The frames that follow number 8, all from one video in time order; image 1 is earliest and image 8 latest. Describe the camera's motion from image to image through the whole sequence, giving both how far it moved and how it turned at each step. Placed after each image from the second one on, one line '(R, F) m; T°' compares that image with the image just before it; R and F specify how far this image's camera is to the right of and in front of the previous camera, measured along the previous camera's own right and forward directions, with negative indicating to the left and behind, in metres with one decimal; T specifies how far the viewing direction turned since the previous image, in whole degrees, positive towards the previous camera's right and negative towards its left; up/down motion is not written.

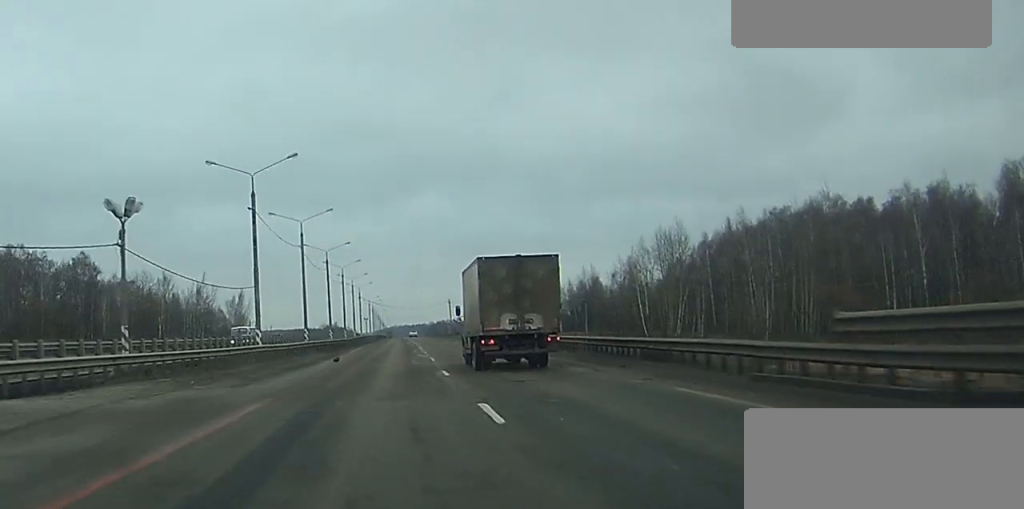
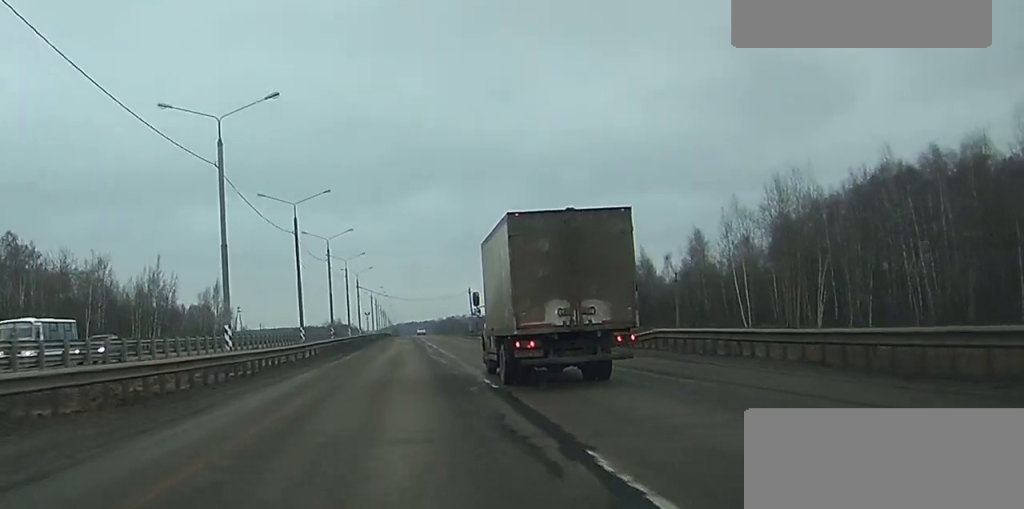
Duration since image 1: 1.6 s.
(+0.1, +42.6) m; 0°
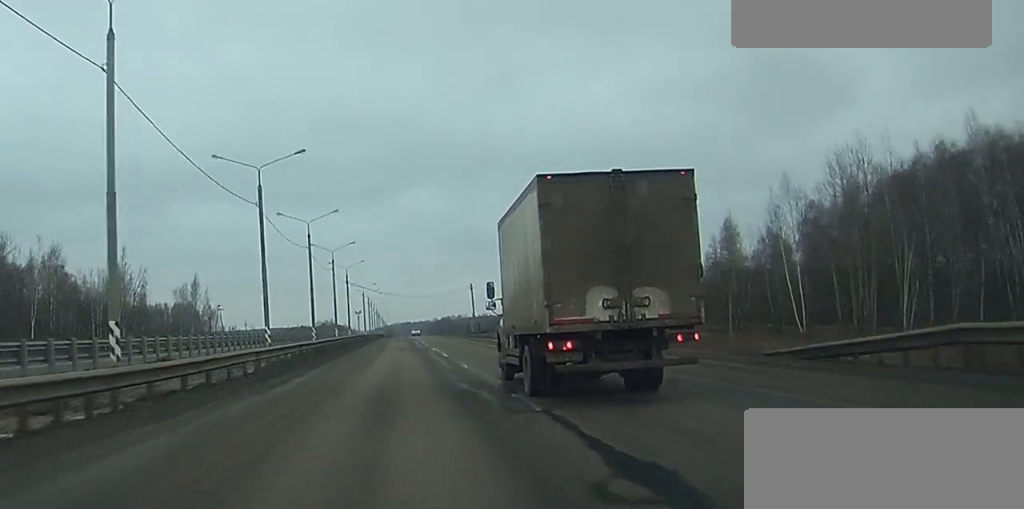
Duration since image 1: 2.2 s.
(0.0, +17.2) m; 0°
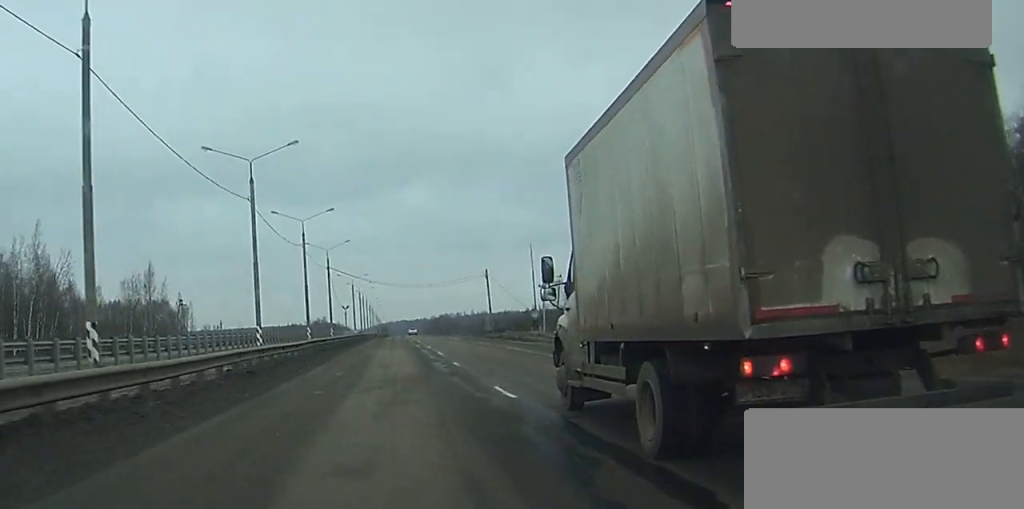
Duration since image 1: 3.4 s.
(0.0, +33.3) m; 0°
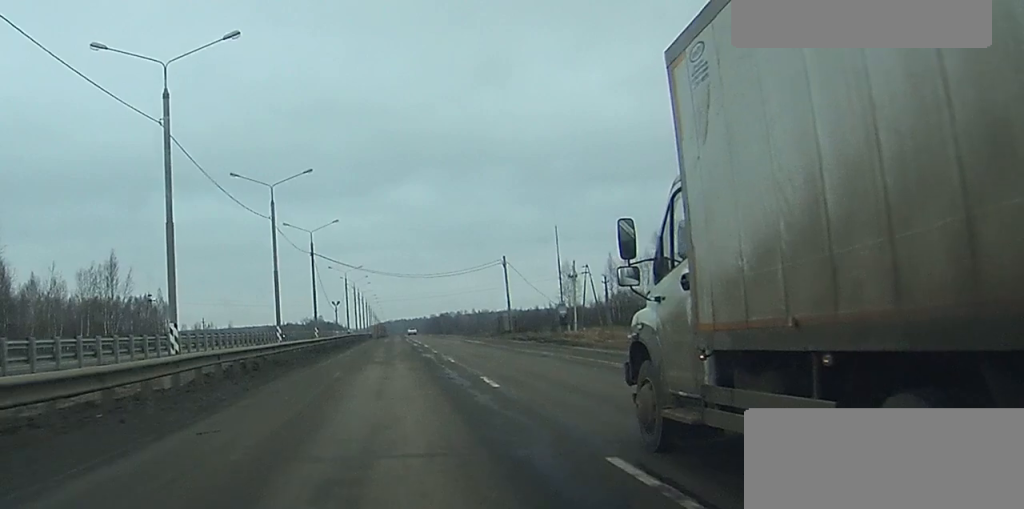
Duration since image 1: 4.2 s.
(0.0, +21.2) m; 0°
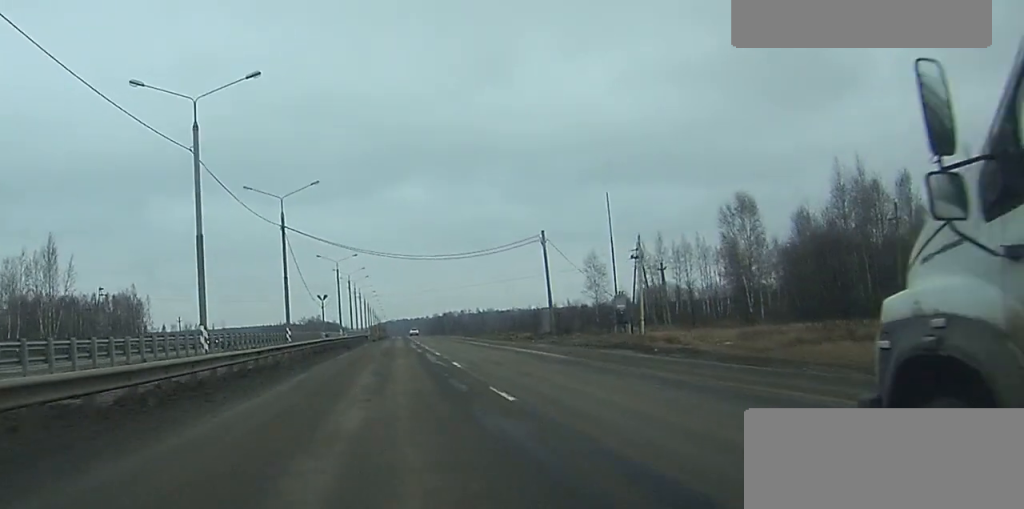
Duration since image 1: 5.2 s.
(0.0, +25.0) m; 0°
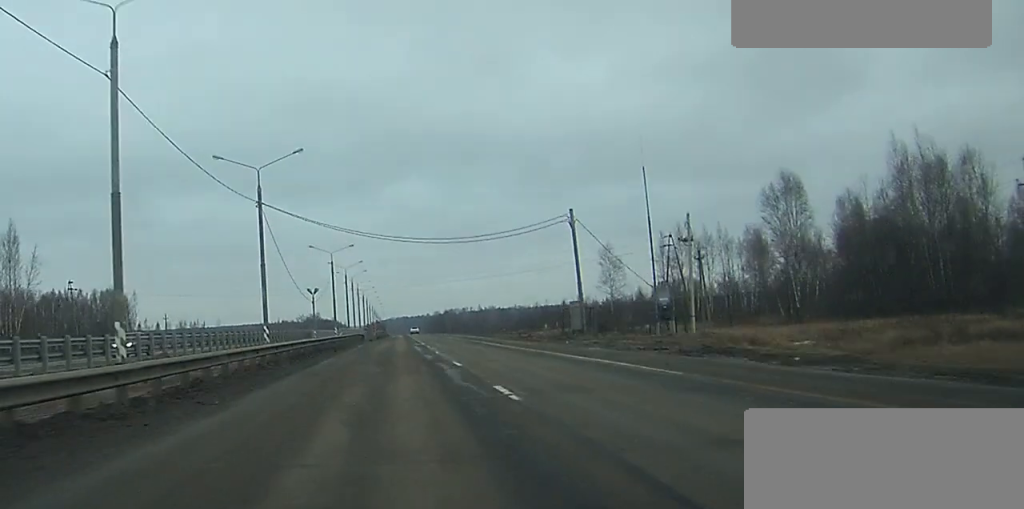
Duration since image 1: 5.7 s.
(0.0, +11.9) m; 0°
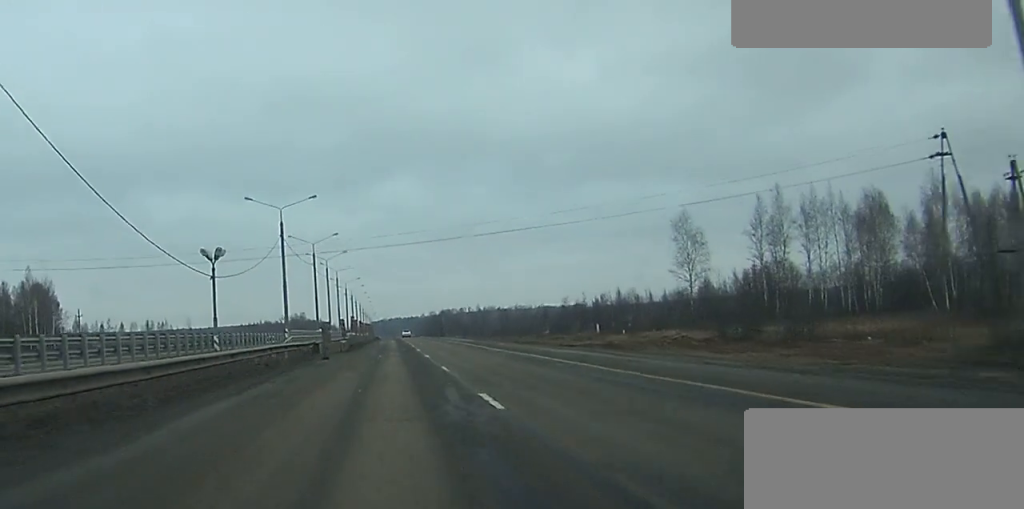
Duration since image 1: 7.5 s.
(+1.6, +44.5) m; +1°
